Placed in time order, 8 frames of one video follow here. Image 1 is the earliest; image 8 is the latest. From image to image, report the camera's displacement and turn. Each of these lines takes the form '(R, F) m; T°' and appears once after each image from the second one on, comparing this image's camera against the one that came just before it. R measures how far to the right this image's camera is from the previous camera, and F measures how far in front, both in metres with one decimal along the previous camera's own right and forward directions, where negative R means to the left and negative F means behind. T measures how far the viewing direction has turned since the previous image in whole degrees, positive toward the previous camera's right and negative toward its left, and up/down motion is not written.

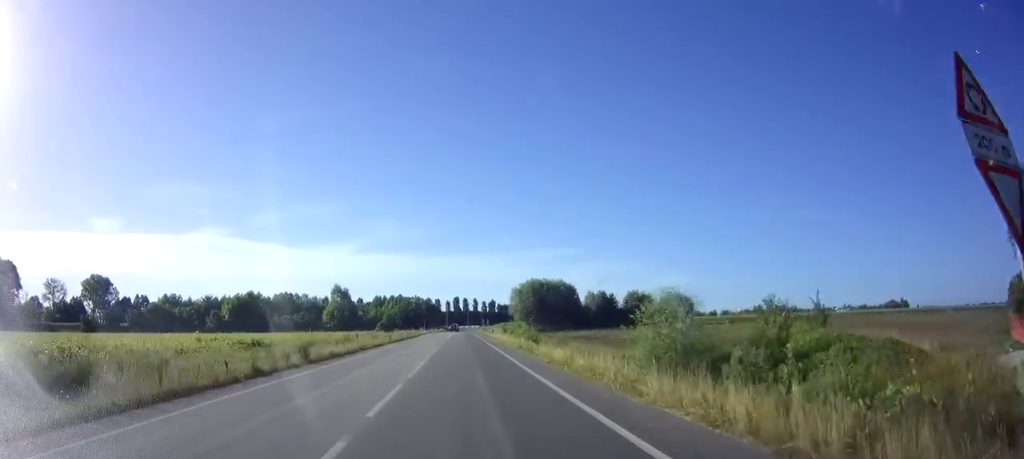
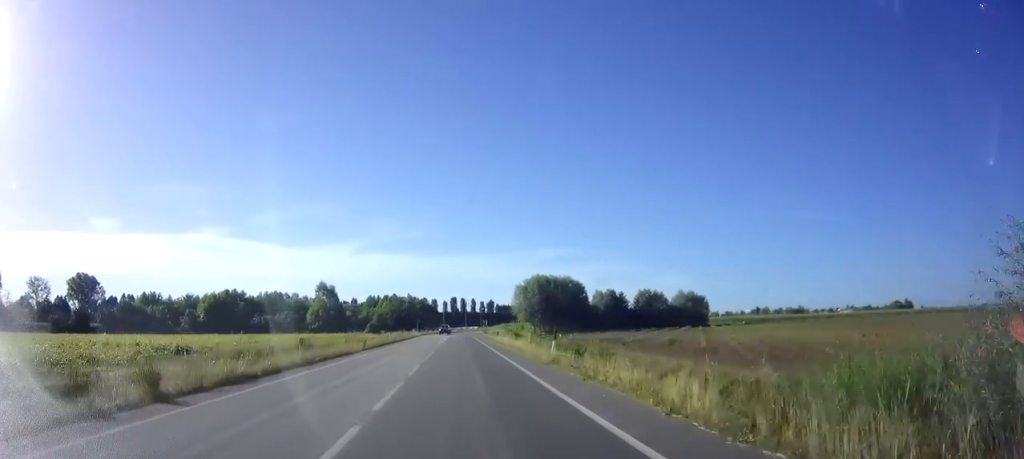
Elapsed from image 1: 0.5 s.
(0.0, +11.2) m; 0°
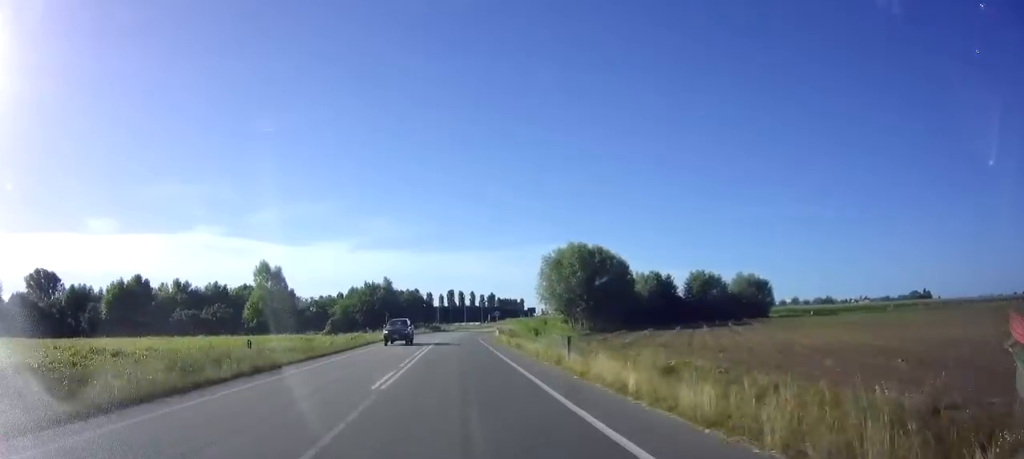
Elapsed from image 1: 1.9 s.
(+0.1, +32.5) m; 0°
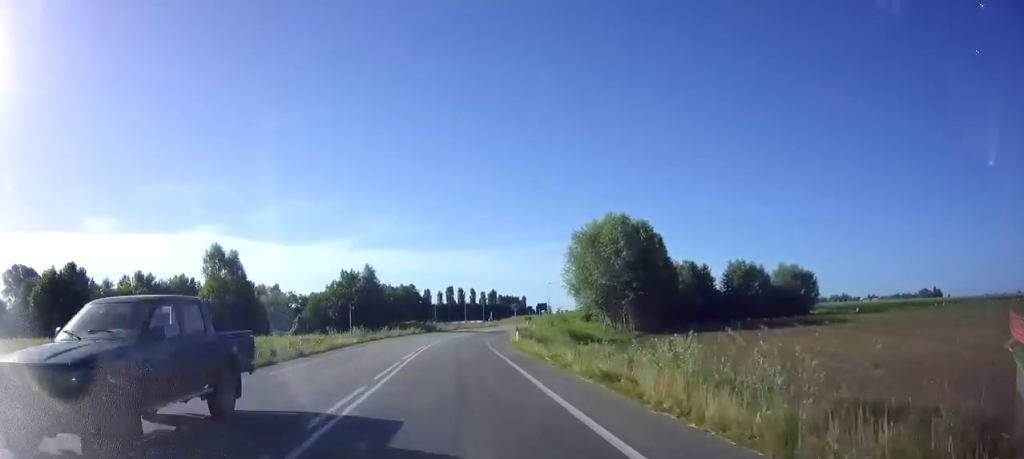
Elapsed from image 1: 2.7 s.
(0.0, +16.1) m; 0°
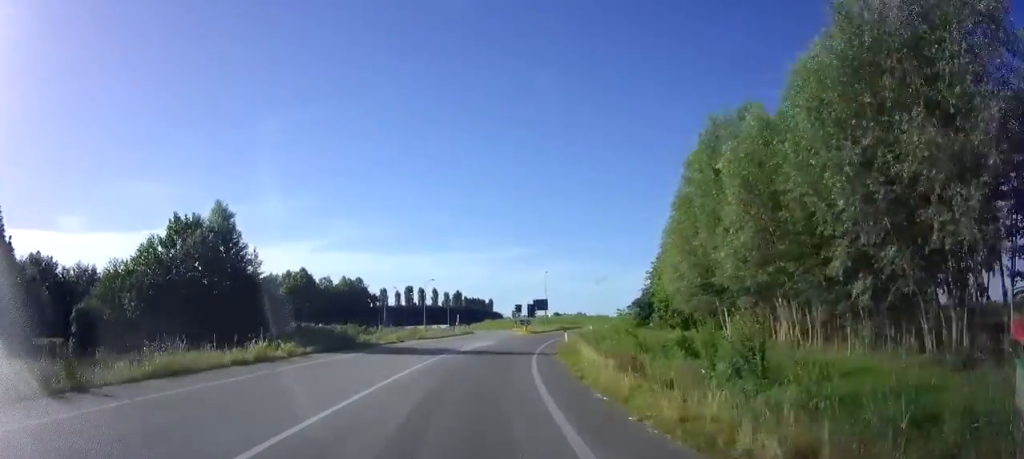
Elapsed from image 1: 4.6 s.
(+1.3, +36.5) m; +6°
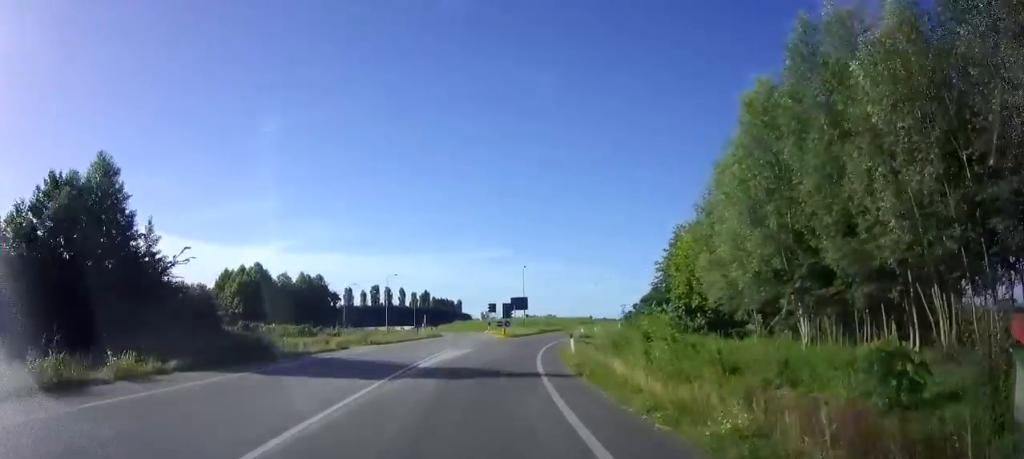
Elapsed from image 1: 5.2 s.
(+0.1, +9.6) m; +3°
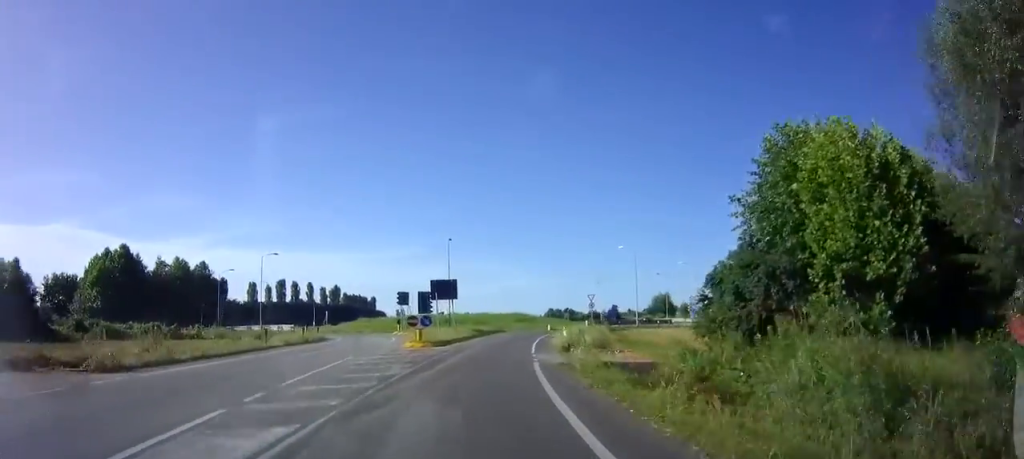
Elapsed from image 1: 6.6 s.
(+1.4, +20.6) m; +8°
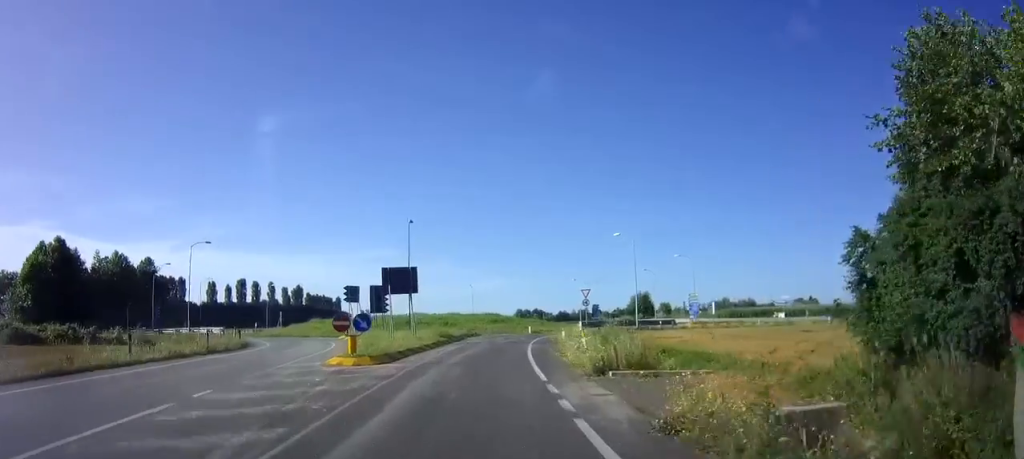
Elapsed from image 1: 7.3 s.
(+0.3, +9.9) m; +4°
